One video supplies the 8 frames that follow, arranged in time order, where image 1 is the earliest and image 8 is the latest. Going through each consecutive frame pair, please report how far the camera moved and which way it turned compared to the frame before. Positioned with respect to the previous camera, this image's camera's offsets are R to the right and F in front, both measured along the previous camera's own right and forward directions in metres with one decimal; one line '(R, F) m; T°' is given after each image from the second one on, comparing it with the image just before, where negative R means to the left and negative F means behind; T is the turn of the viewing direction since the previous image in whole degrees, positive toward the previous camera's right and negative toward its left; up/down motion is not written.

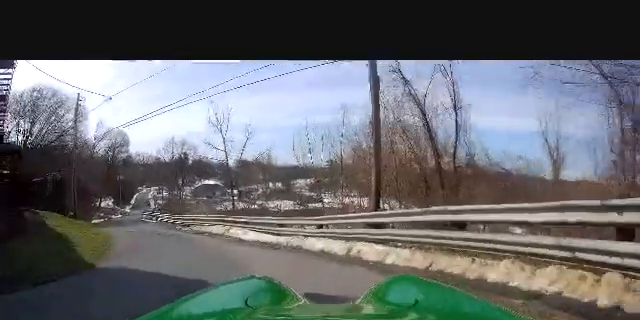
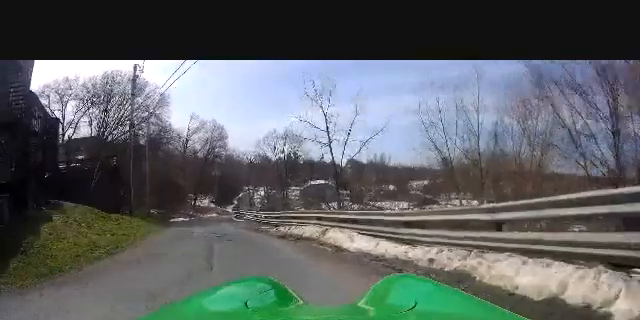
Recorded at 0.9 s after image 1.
(+0.1, +5.3) m; -6°
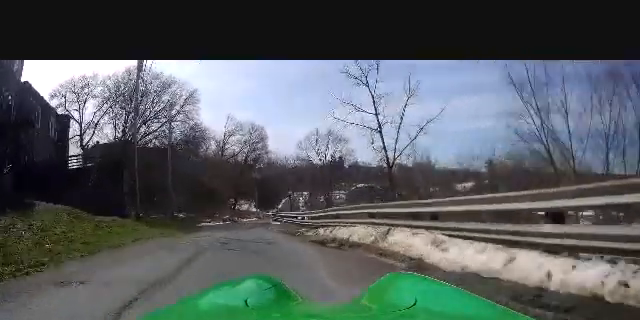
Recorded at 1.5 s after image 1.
(+0.2, +3.7) m; -7°
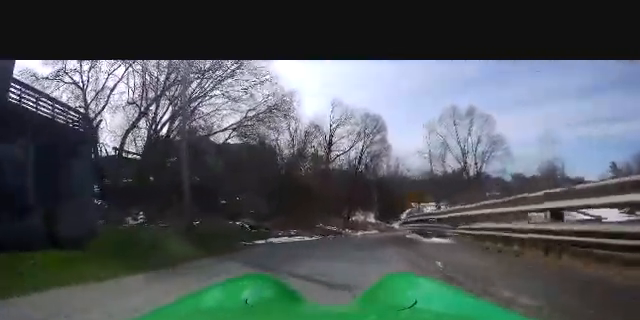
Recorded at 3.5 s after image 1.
(-3.0, +17.8) m; -10°
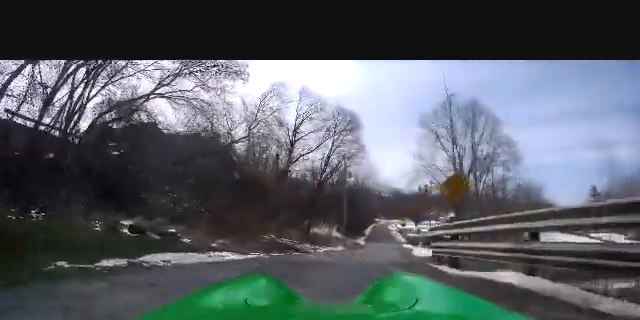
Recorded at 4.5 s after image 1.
(0.0, +10.5) m; 0°
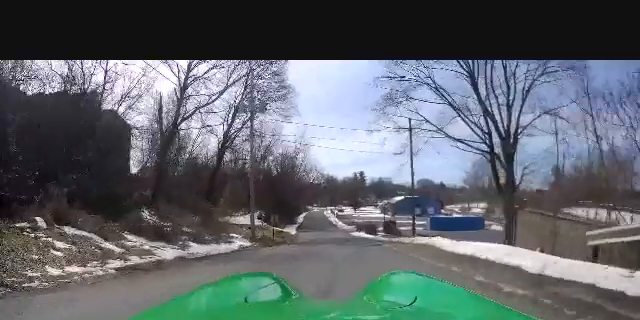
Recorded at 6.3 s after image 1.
(-0.1, +21.1) m; 0°
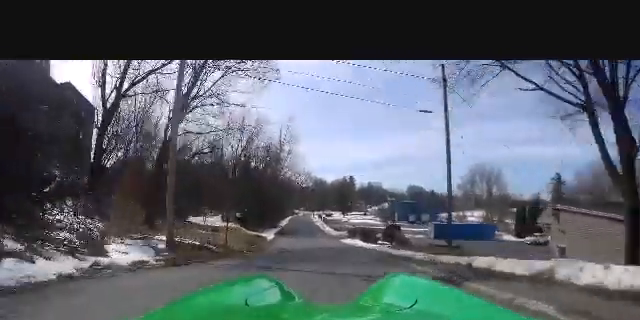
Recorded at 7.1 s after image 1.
(0.0, +10.1) m; 0°
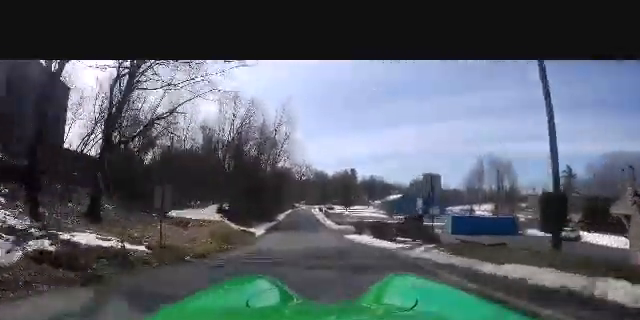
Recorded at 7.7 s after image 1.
(0.0, +7.8) m; 0°
